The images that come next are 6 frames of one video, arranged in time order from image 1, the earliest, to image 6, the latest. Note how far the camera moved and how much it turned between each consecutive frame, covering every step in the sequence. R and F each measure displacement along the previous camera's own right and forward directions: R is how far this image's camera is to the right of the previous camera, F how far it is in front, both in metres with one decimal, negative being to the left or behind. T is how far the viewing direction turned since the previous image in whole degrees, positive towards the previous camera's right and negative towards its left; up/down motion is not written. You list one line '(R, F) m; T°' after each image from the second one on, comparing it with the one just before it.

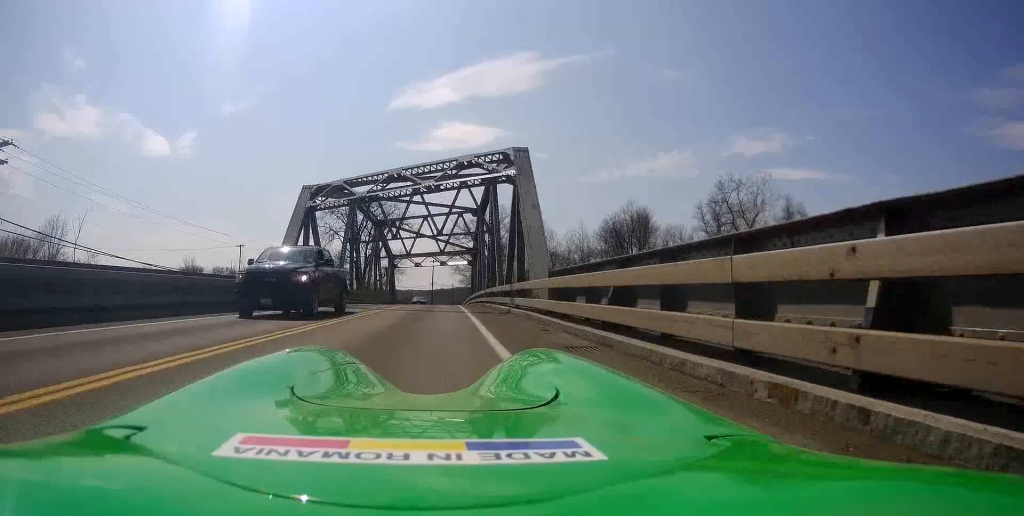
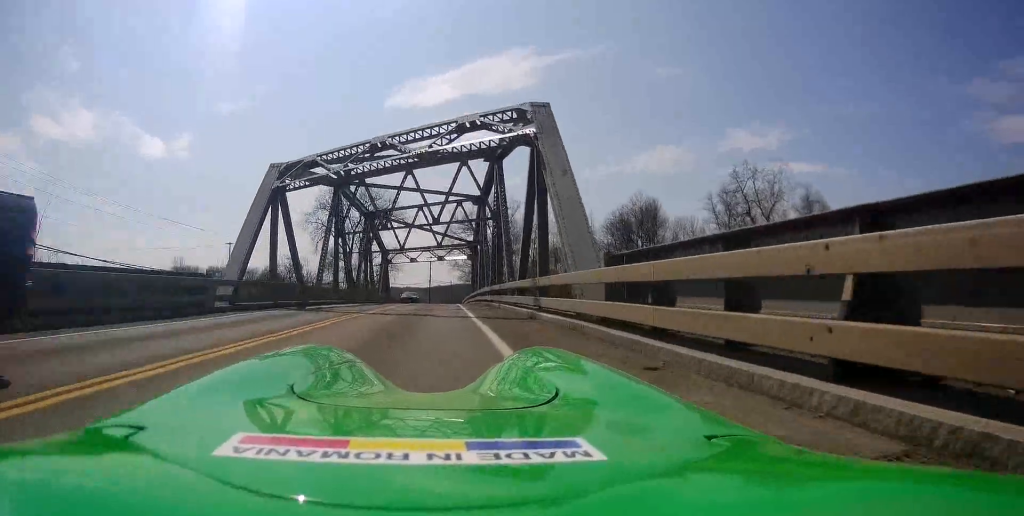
(+0.3, +5.6) m; 0°
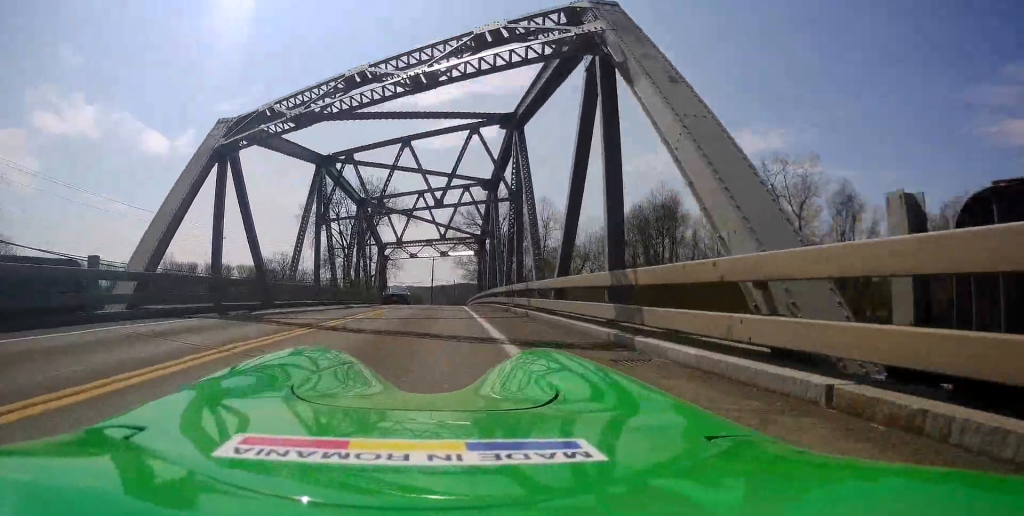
(-0.2, +6.7) m; 0°
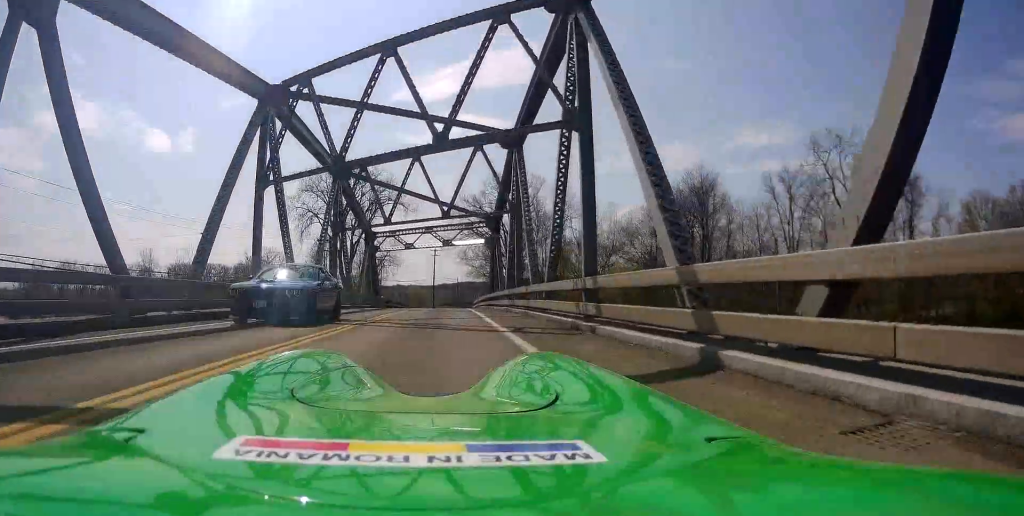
(0.0, +10.7) m; +1°
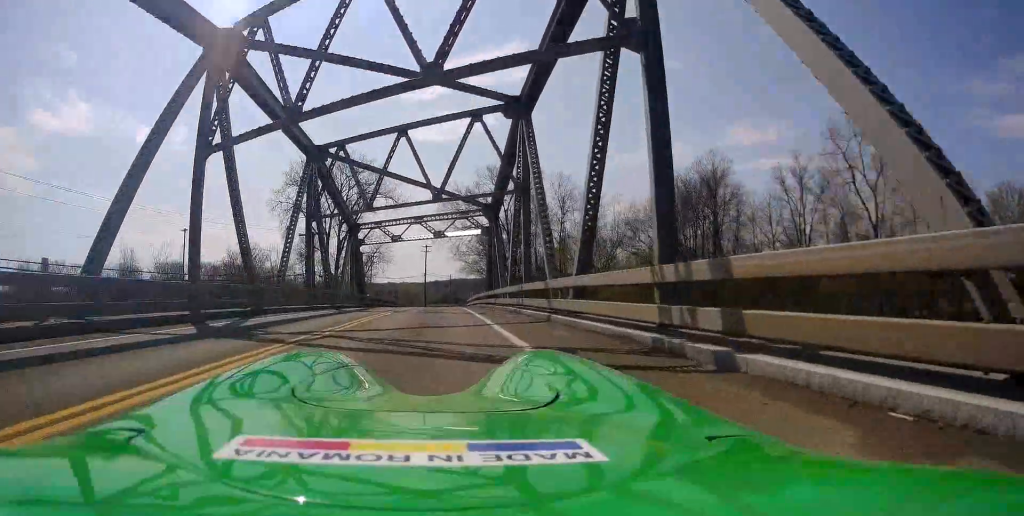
(+0.1, +4.9) m; +1°
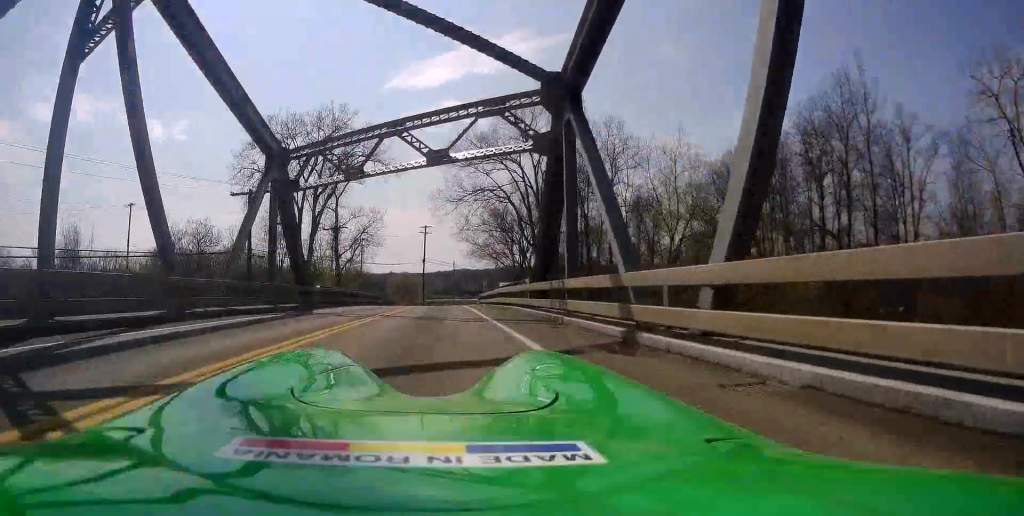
(-0.7, +21.0) m; -1°
